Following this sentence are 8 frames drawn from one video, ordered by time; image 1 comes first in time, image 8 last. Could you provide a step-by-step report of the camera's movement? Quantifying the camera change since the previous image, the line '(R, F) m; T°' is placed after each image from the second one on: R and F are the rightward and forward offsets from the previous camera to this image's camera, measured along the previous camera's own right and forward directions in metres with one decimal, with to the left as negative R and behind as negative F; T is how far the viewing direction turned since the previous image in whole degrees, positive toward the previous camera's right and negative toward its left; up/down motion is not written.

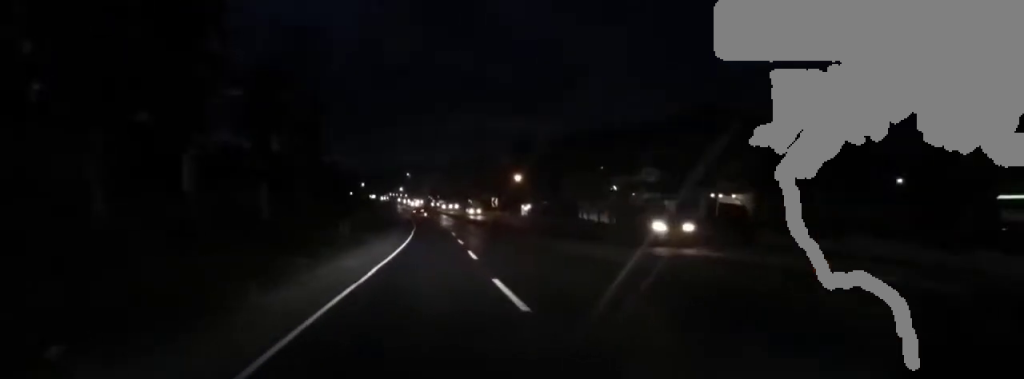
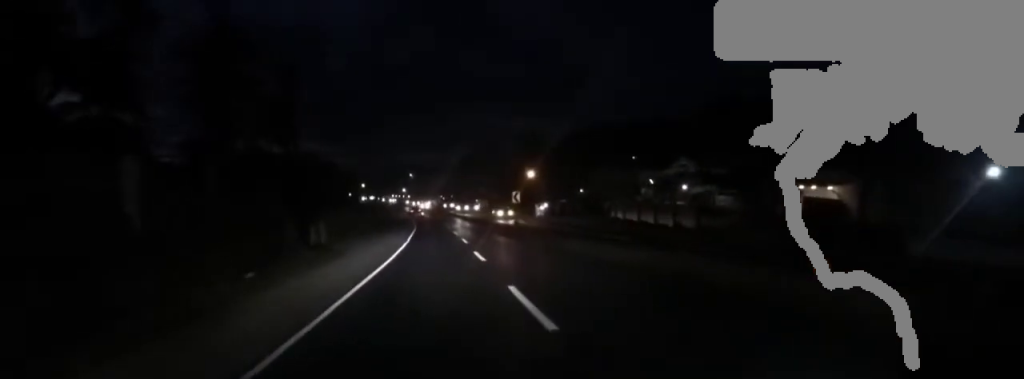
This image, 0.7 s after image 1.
(-0.4, +9.6) m; -2°
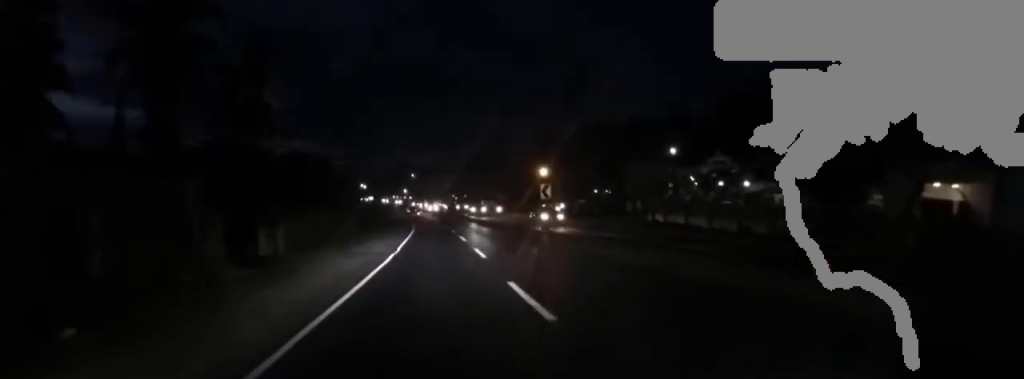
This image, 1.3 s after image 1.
(-0.9, +8.0) m; -1°
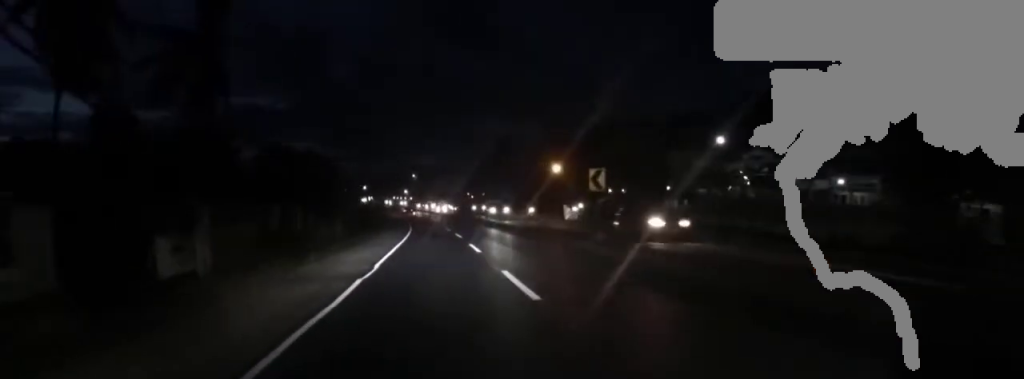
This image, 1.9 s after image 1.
(+0.7, +7.2) m; 0°
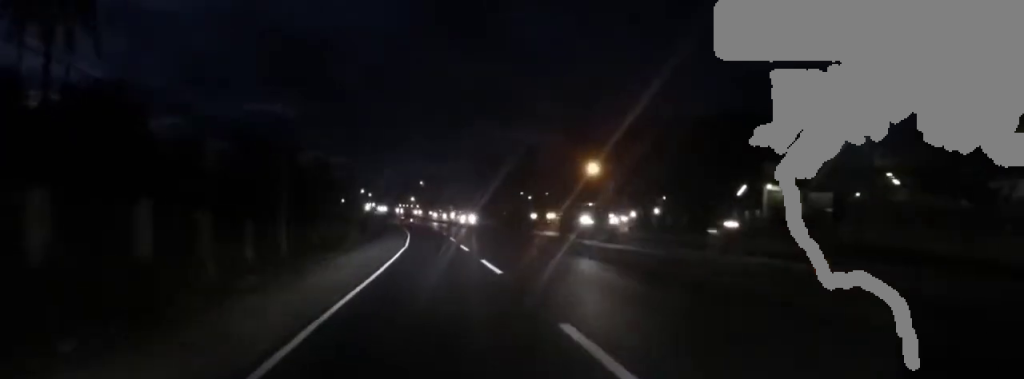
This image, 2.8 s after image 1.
(0.0, +12.4) m; -3°
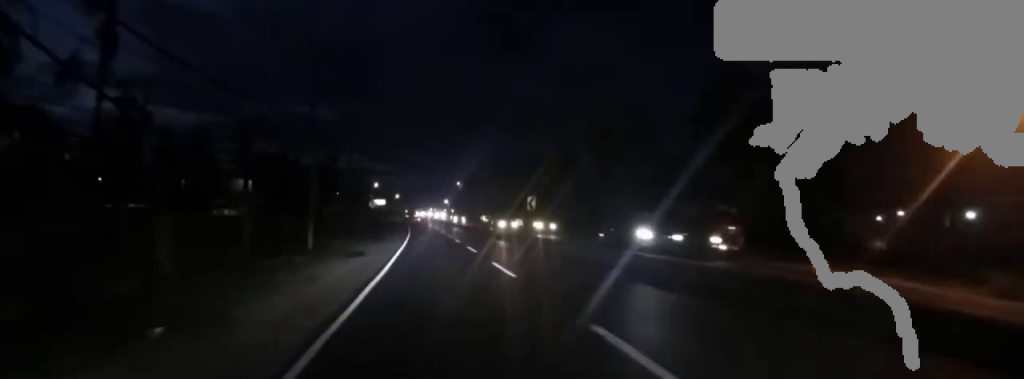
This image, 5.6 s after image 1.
(-1.0, +41.2) m; -1°
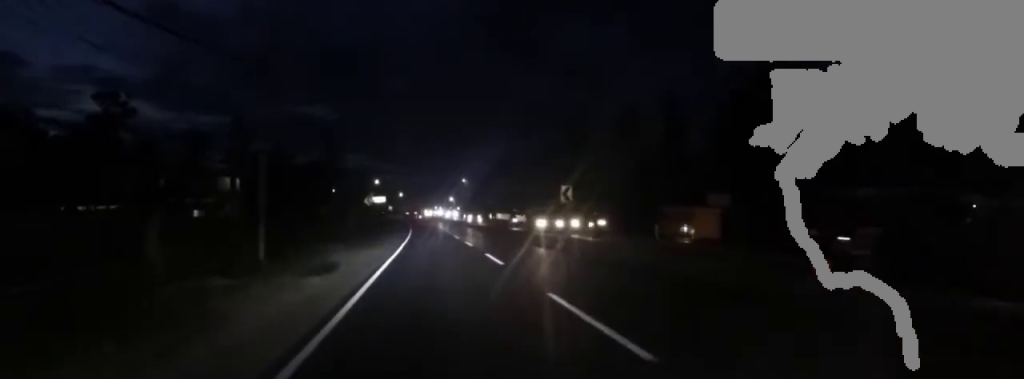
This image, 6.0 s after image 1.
(-0.2, +6.6) m; 0°
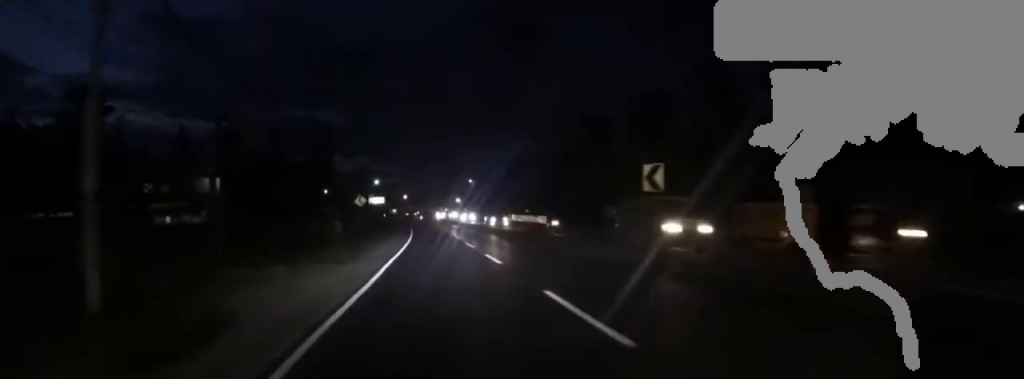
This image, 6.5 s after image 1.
(-0.1, +8.1) m; -1°
